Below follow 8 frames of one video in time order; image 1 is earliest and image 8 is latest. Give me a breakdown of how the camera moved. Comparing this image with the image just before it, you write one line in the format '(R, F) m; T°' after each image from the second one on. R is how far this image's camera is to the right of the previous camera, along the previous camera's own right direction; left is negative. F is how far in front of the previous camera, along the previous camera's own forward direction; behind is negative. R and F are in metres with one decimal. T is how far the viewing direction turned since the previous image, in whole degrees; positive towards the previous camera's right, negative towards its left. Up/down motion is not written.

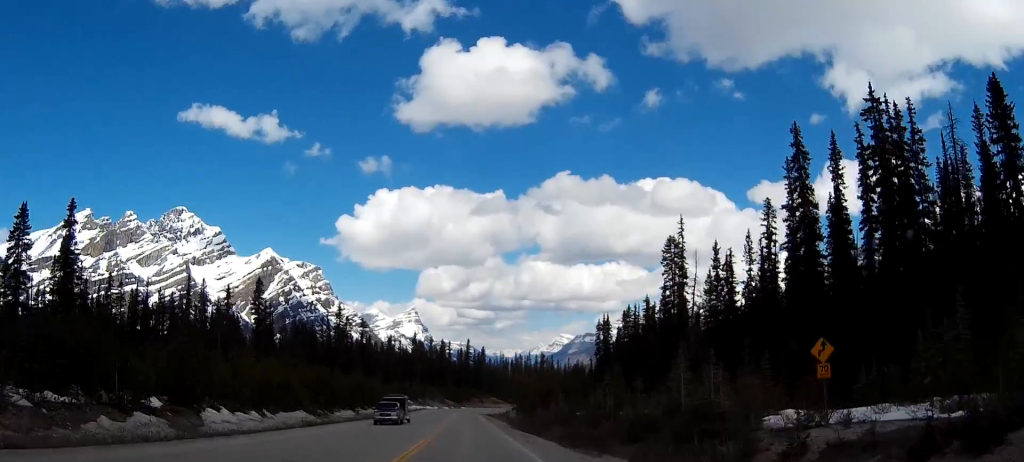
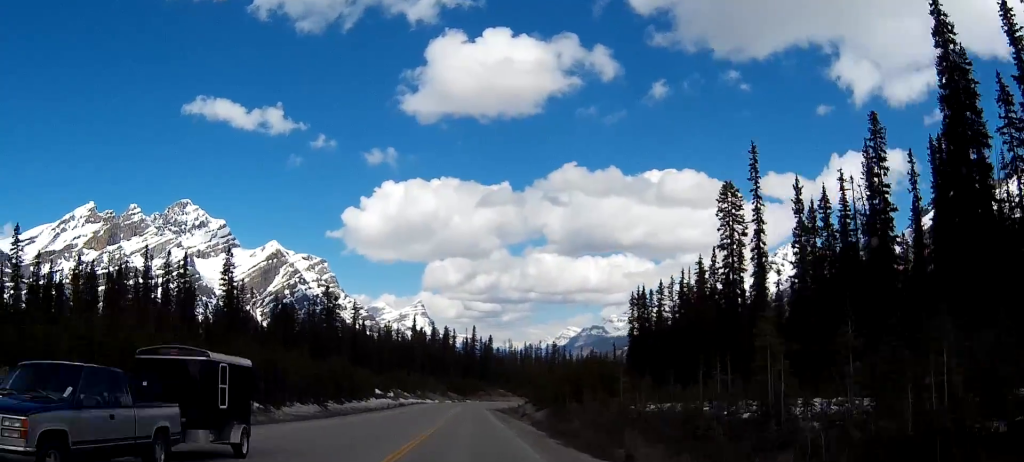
(-0.1, +27.0) m; 0°
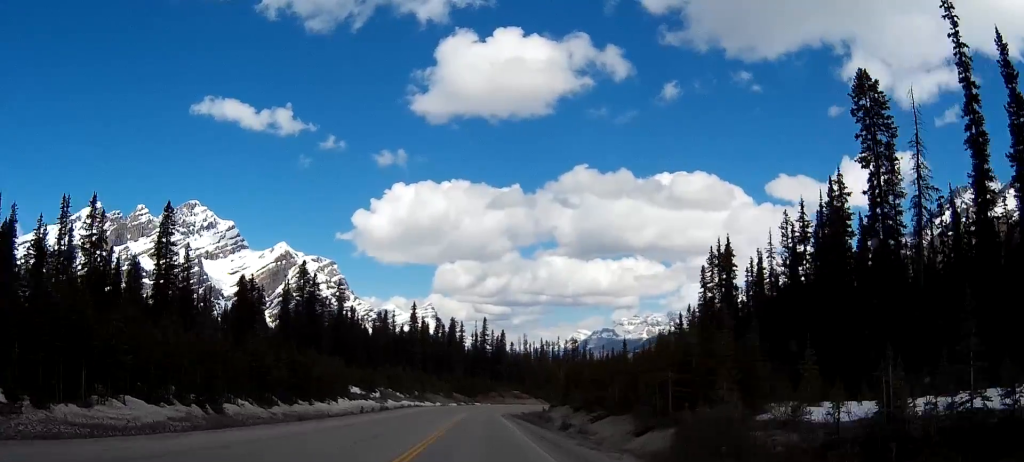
(-0.1, +37.3) m; -1°
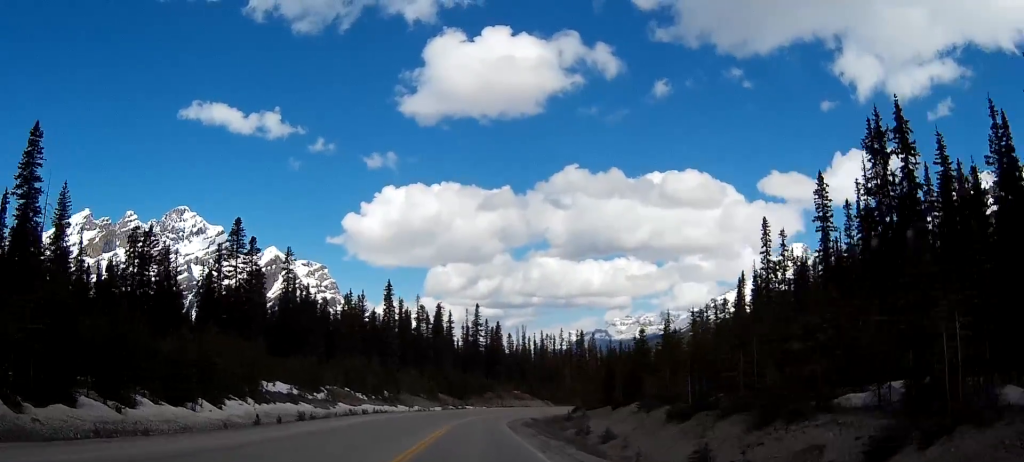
(-0.2, +39.6) m; 0°
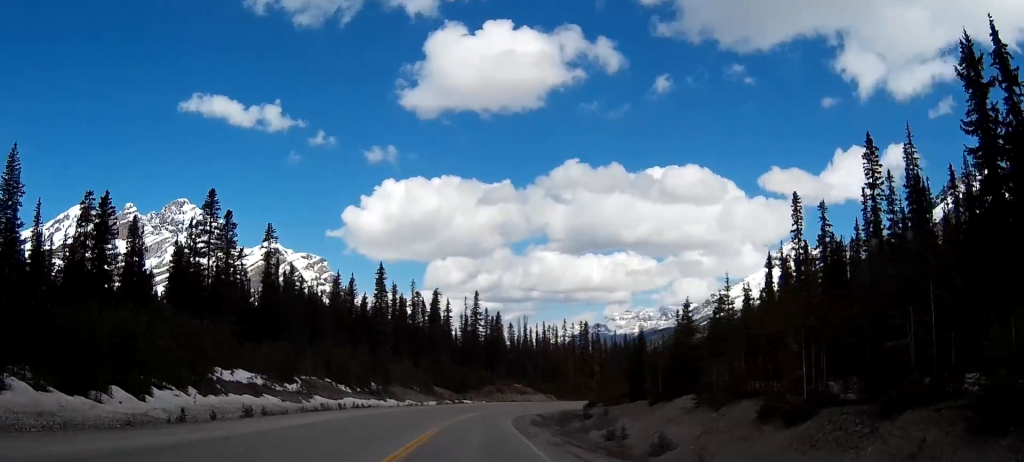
(0.0, +12.5) m; 0°
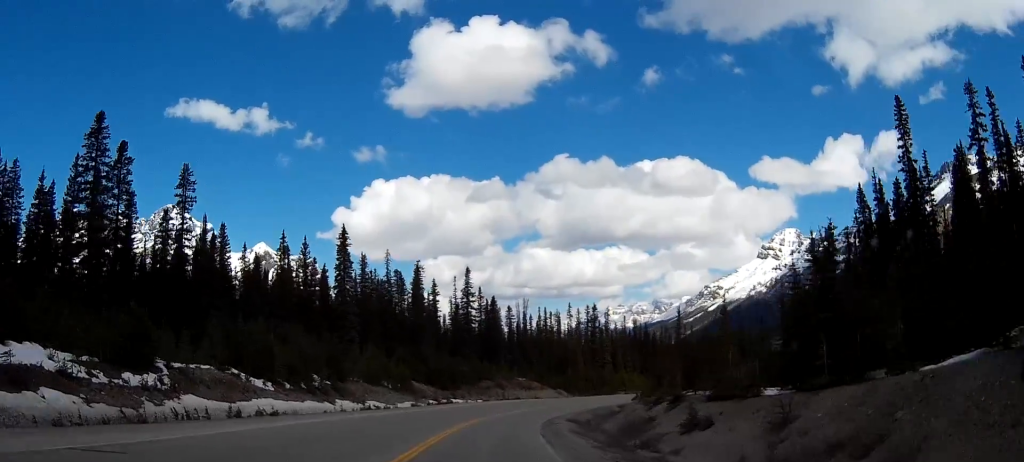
(+0.4, +33.6) m; +1°
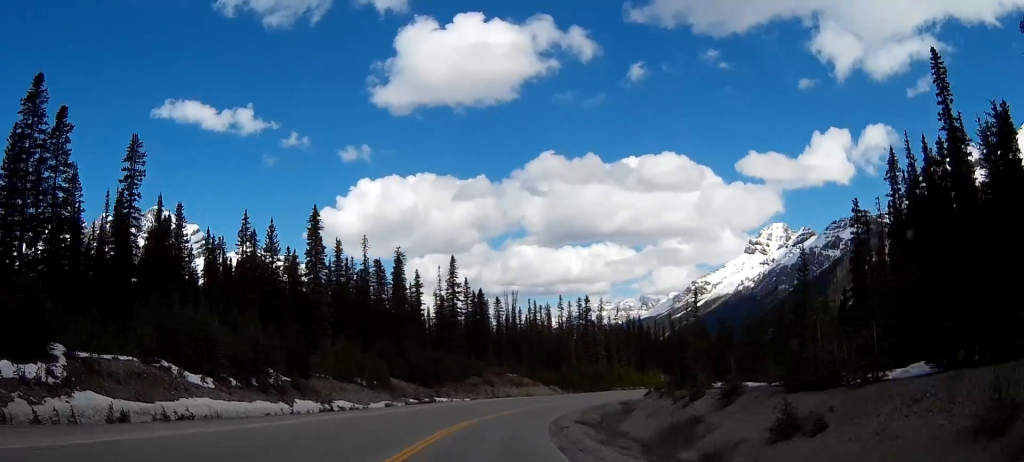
(-0.1, +11.2) m; +1°
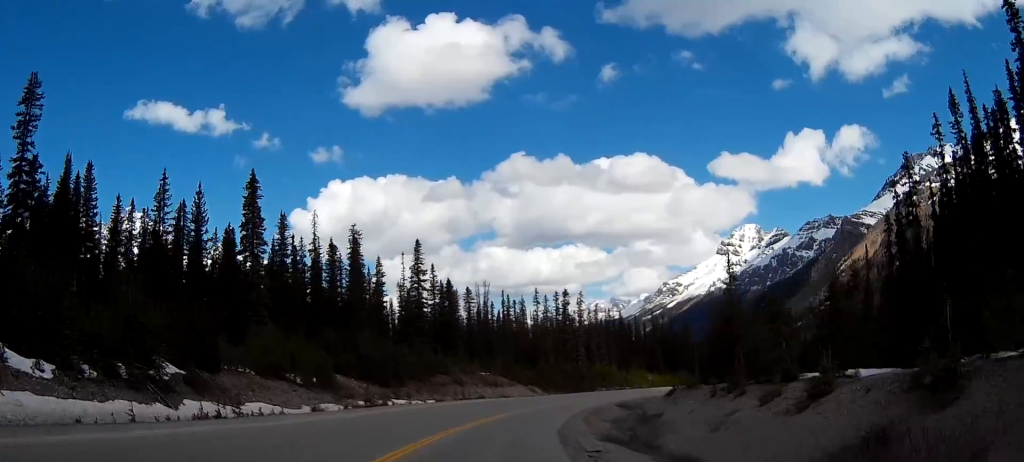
(+0.4, +17.4) m; +2°
